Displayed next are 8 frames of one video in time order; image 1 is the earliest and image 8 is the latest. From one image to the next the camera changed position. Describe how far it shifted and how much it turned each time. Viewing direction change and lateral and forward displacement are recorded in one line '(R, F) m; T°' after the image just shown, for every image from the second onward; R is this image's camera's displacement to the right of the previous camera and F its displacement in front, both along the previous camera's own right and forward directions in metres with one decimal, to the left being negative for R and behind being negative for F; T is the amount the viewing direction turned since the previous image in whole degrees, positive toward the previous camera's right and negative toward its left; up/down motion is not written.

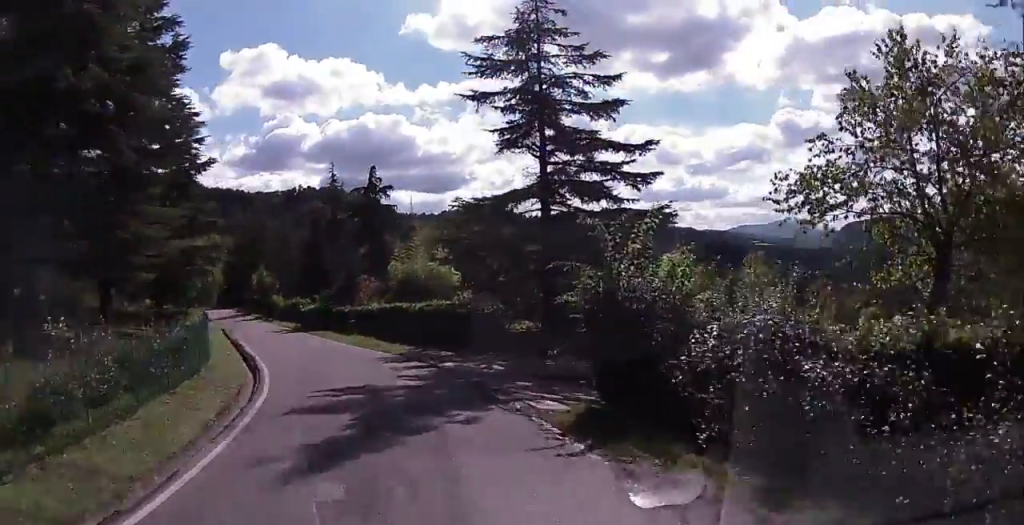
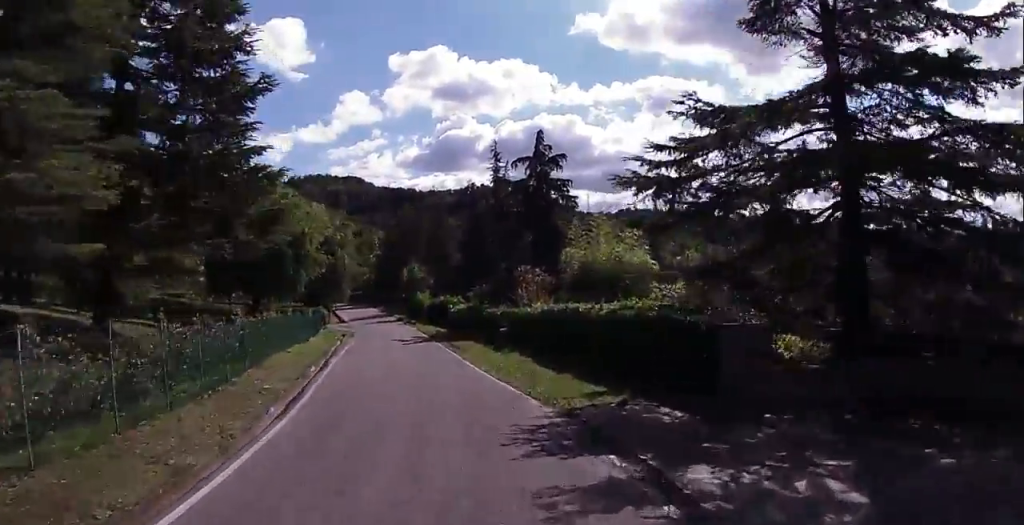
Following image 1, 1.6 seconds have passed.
(-1.6, +13.6) m; -14°
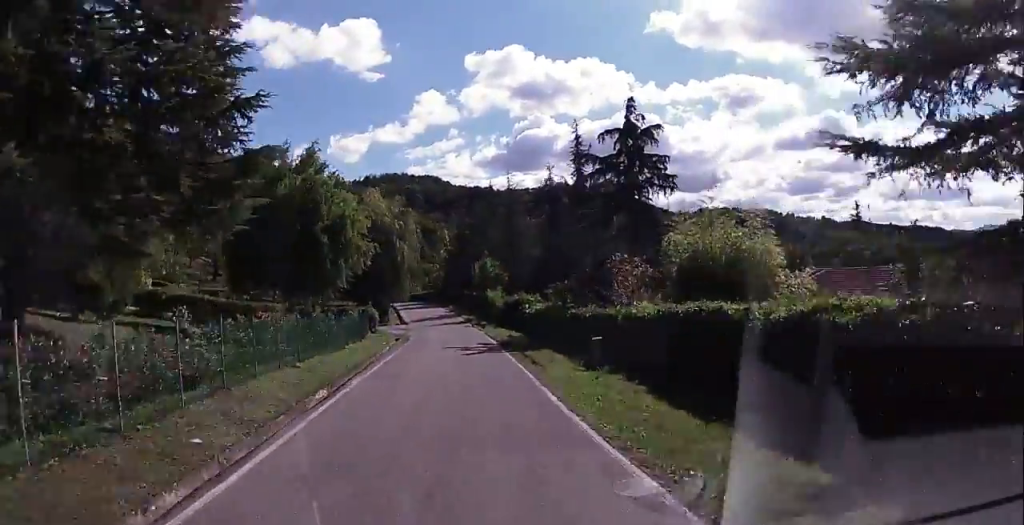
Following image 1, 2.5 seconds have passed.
(-0.6, +8.2) m; -7°
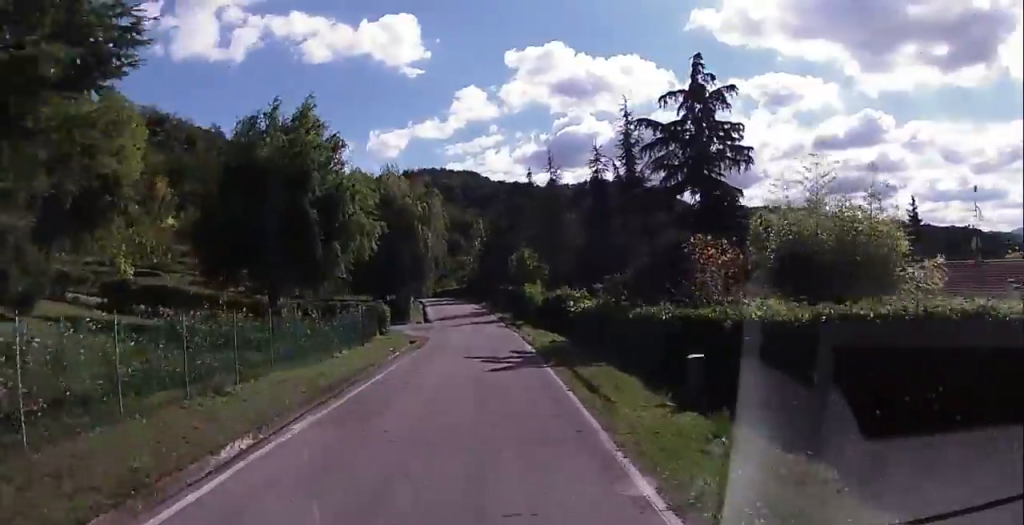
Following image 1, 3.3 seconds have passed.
(-0.4, +7.8) m; -3°
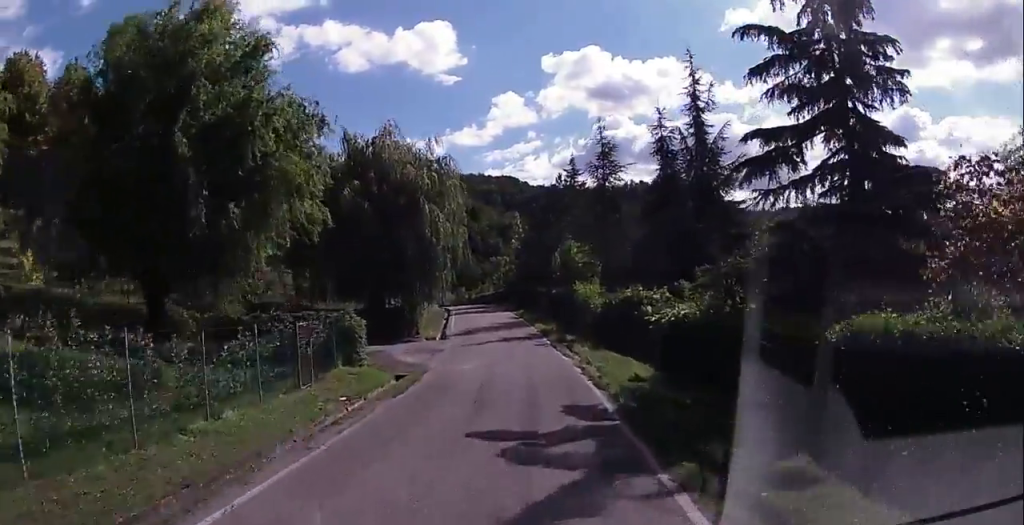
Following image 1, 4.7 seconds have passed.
(-0.3, +13.2) m; -4°
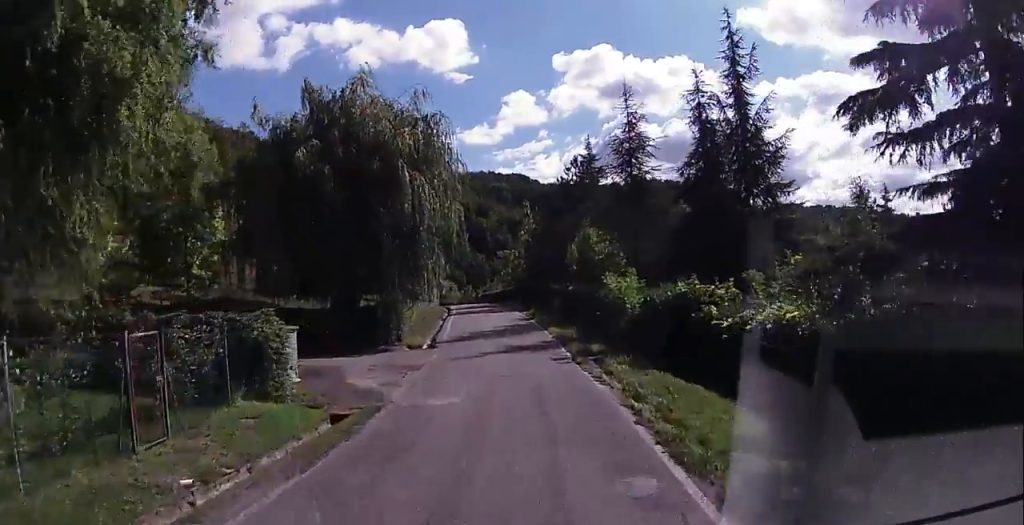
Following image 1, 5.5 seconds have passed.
(-0.2, +7.9) m; -2°
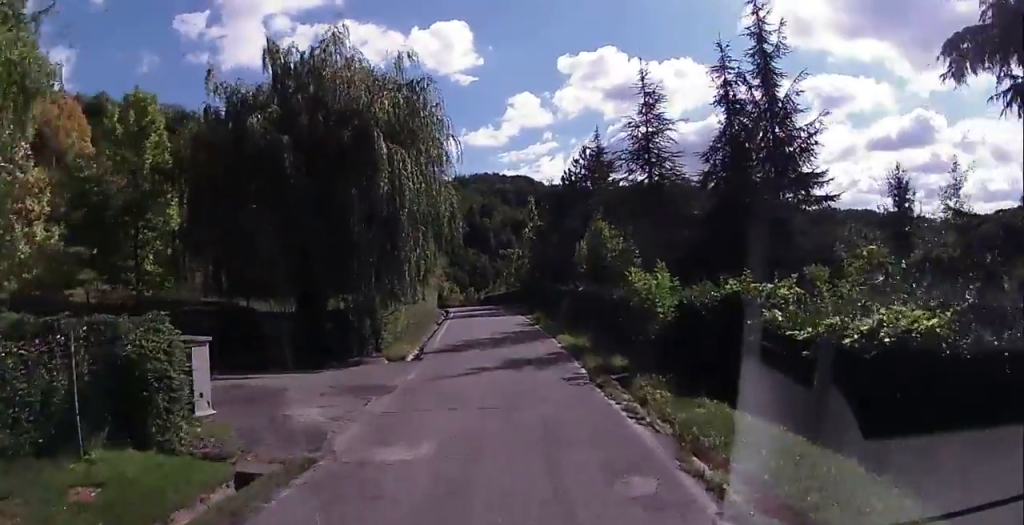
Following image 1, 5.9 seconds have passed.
(0.0, +4.7) m; 0°
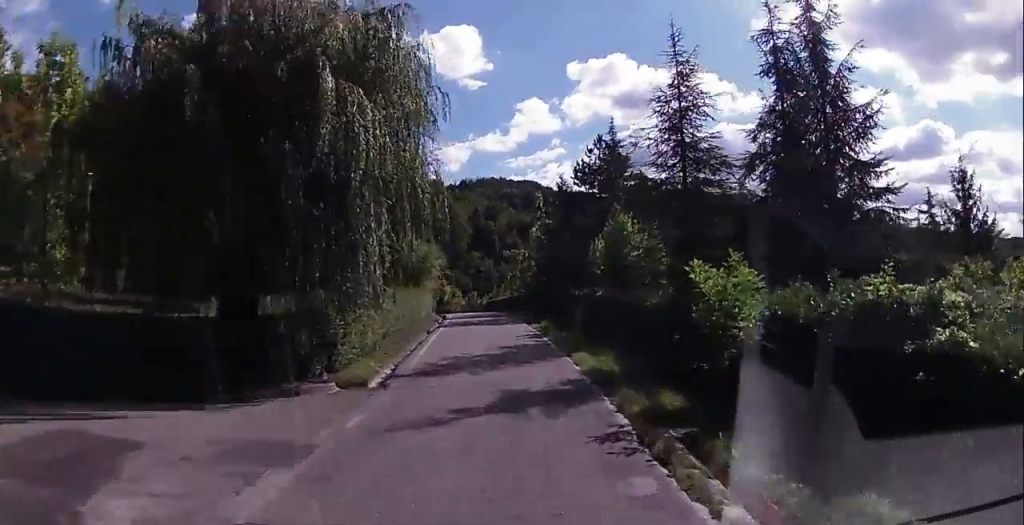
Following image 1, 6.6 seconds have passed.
(0.0, +6.4) m; 0°
